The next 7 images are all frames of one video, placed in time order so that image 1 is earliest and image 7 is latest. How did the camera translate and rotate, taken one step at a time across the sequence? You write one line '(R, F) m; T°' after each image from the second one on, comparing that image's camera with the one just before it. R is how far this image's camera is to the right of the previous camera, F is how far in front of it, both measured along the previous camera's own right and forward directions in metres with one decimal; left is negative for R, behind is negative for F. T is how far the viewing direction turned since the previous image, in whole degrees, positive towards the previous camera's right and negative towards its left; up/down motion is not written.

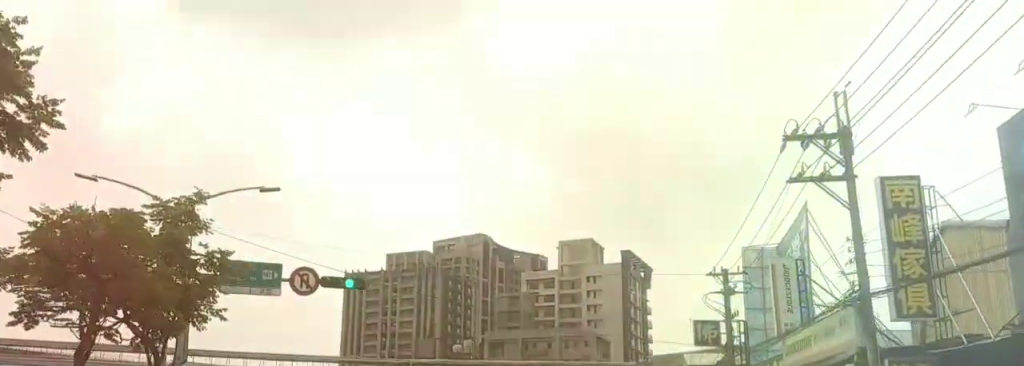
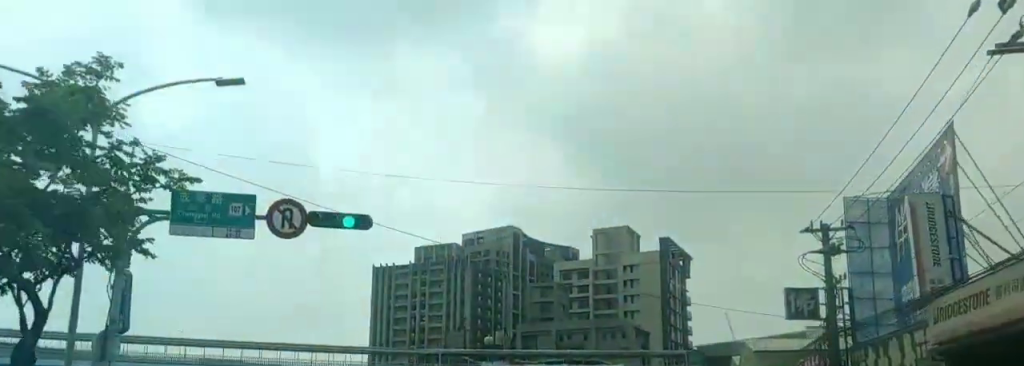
(0.0, +6.6) m; 0°
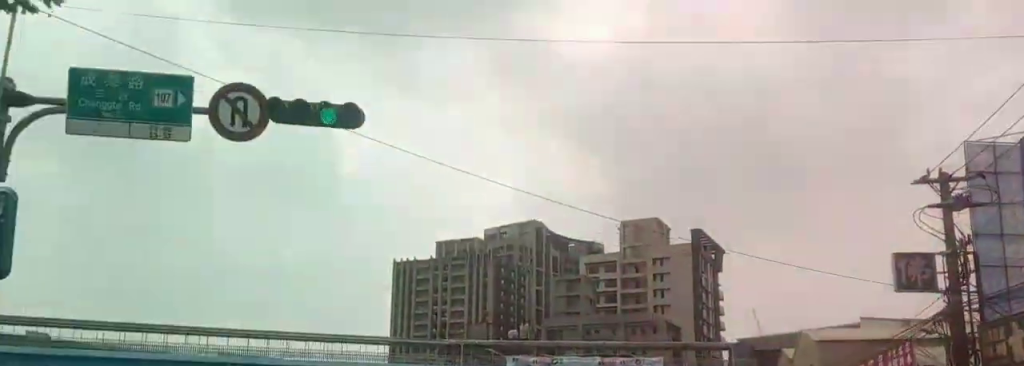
(0.0, +5.7) m; -1°
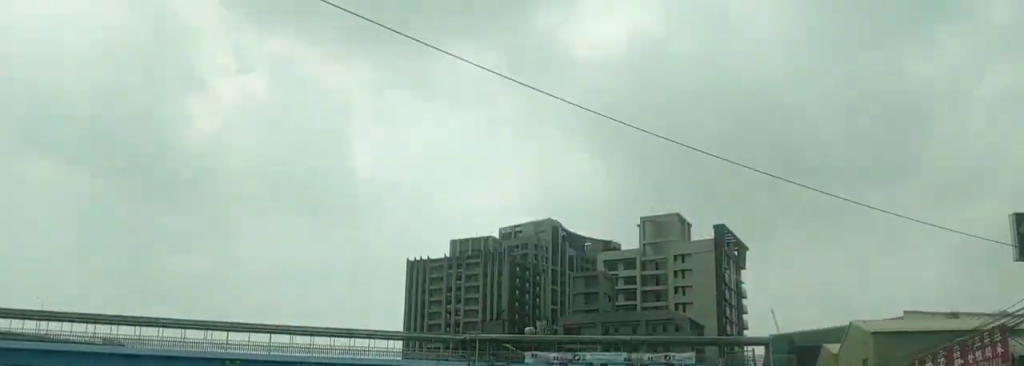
(+0.1, +4.8) m; -2°
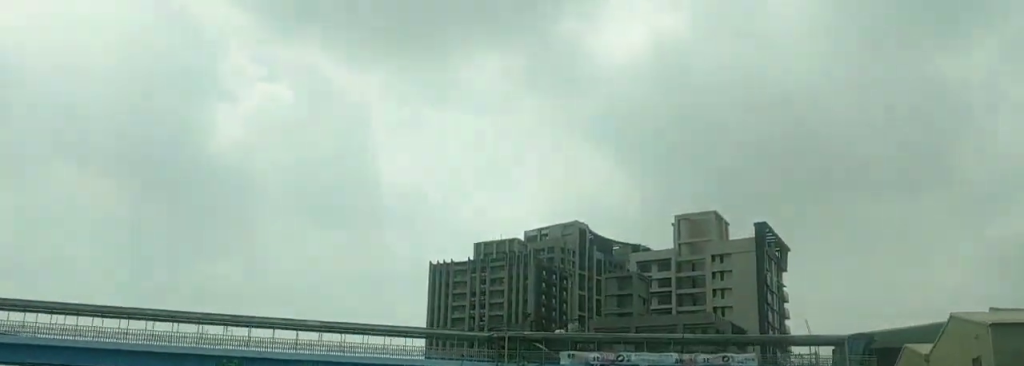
(-0.4, +7.2) m; -3°
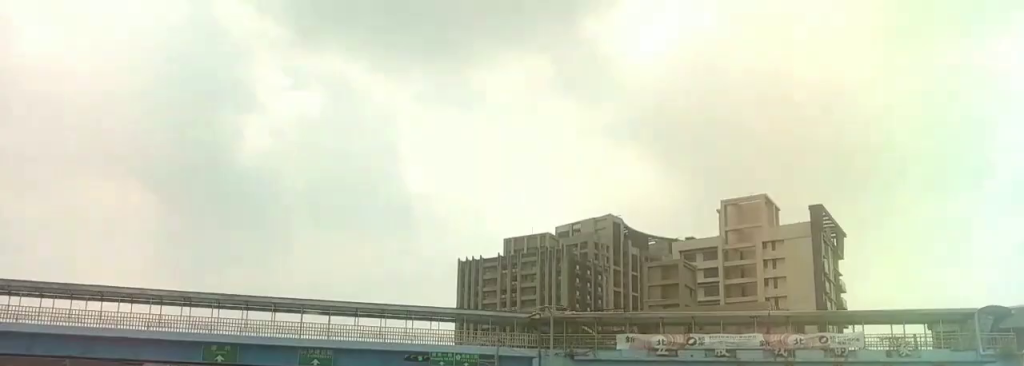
(-0.1, +8.7) m; 0°
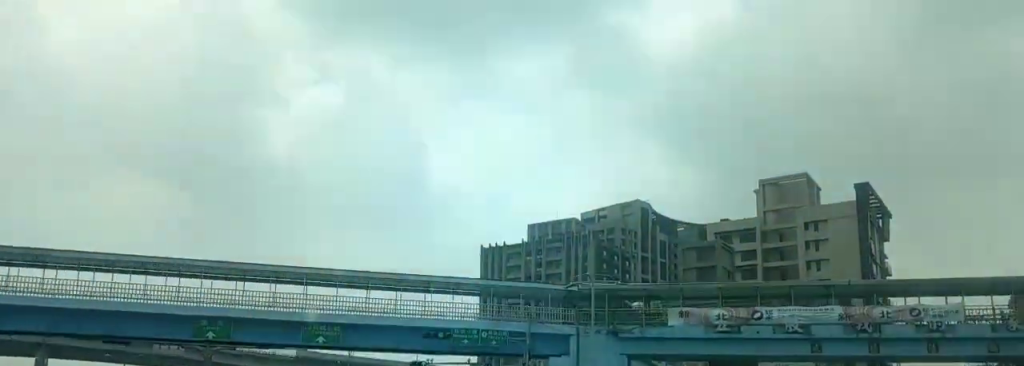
(0.0, +5.5) m; 0°
